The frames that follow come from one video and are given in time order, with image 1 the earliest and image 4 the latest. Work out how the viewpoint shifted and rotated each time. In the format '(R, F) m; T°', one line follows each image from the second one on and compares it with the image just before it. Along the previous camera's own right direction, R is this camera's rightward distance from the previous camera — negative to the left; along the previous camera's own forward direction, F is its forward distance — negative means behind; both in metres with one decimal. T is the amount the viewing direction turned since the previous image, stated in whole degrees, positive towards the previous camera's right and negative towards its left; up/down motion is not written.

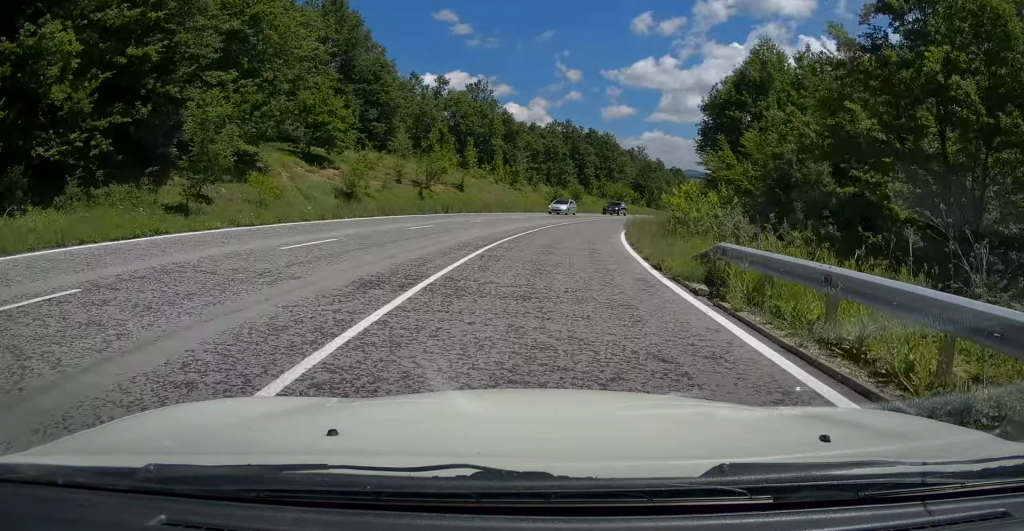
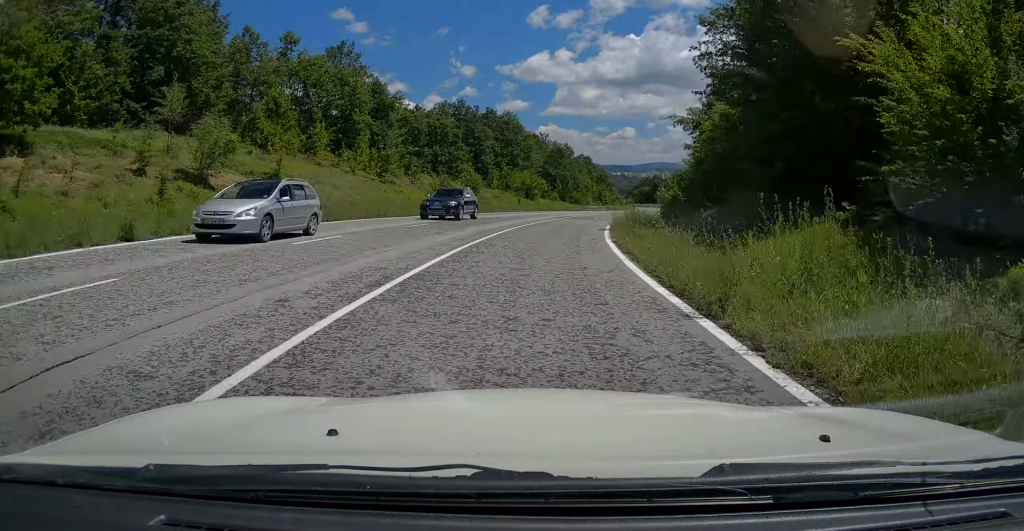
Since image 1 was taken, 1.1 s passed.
(+1.3, +25.0) m; +8°
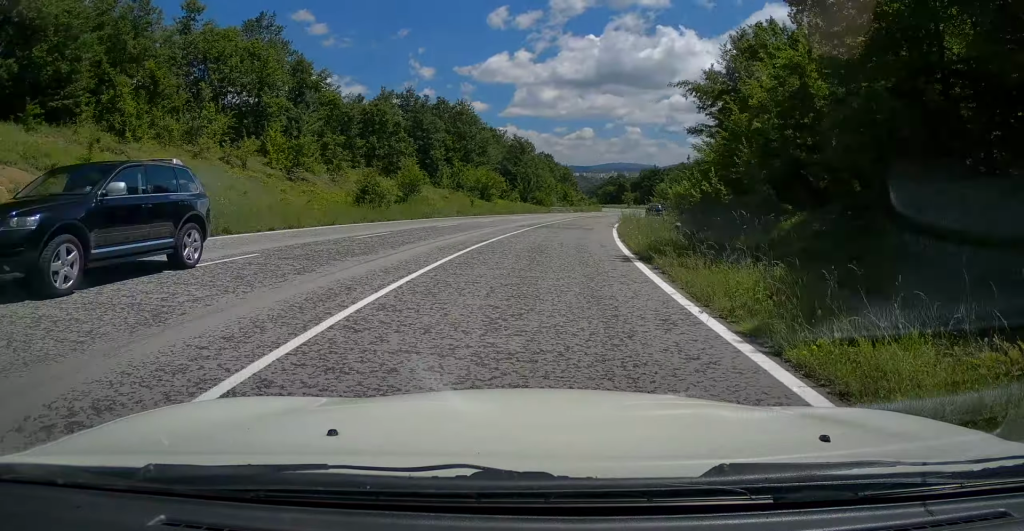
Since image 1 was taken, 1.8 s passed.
(+1.0, +13.9) m; +5°
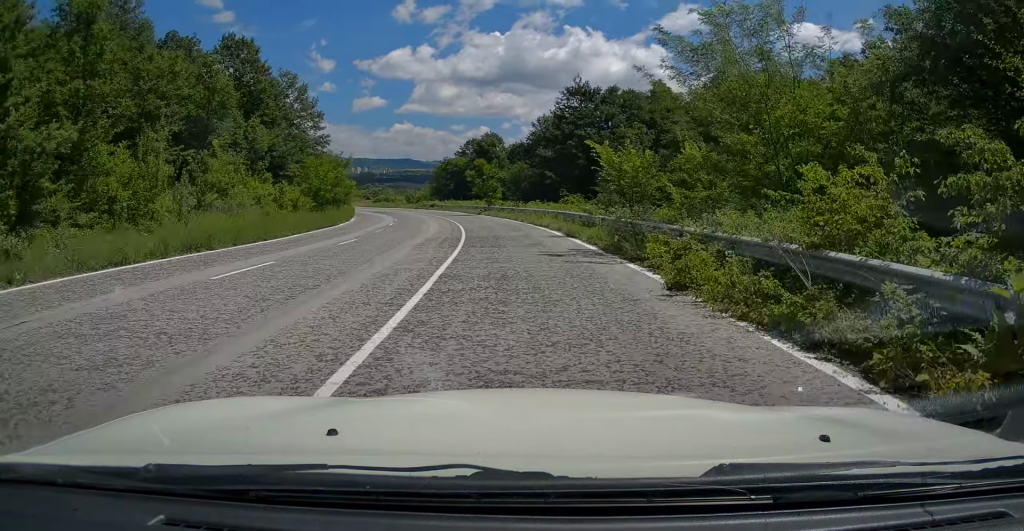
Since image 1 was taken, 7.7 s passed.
(+23.8, +128.5) m; +10°
